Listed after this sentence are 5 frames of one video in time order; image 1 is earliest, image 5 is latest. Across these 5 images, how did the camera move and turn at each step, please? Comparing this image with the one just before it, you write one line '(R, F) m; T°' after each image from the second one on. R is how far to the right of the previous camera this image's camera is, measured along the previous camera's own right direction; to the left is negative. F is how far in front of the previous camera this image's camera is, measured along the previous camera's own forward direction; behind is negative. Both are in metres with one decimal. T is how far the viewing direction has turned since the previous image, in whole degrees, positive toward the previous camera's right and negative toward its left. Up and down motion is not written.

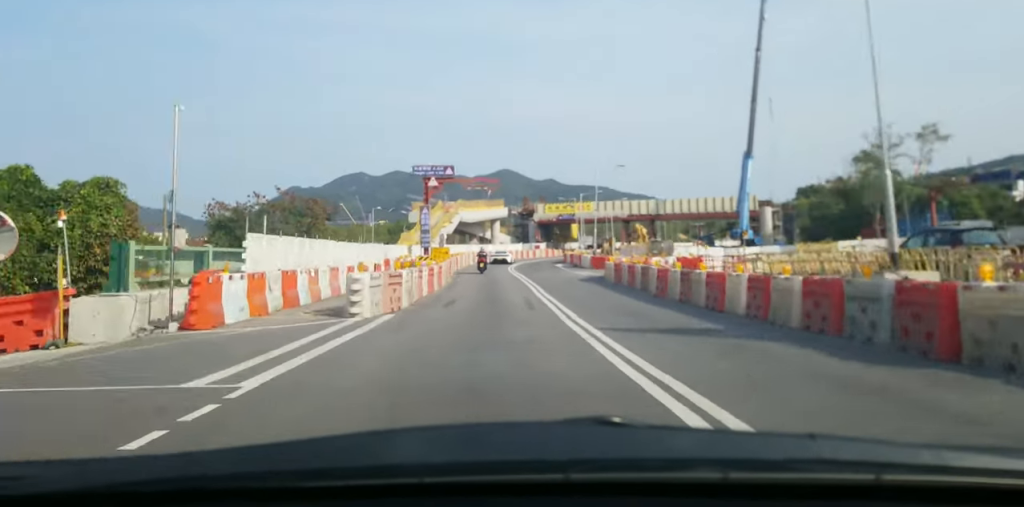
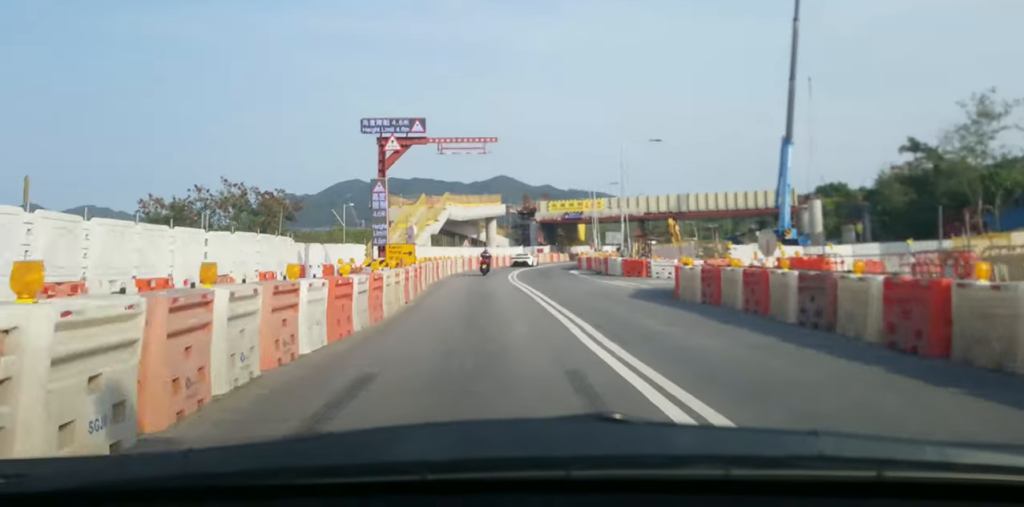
(+0.1, +15.5) m; -1°
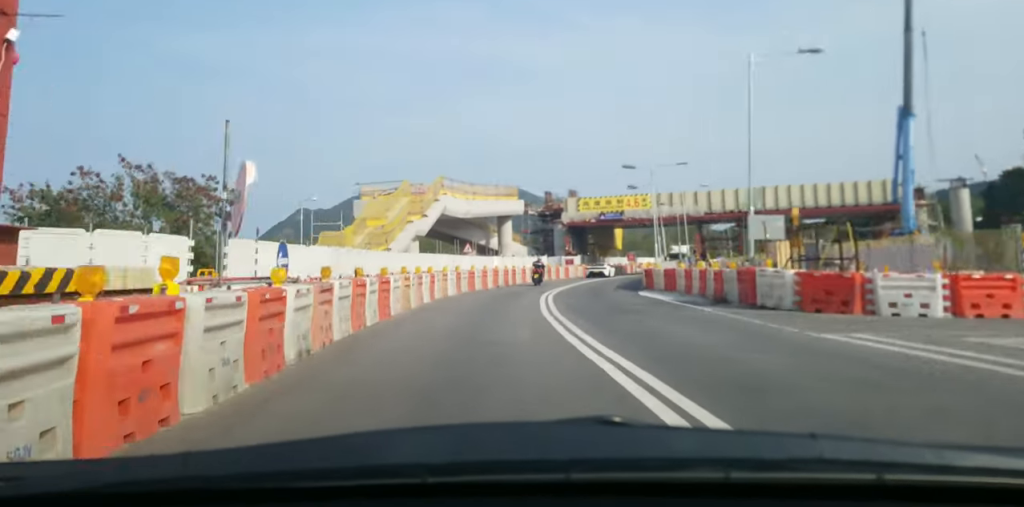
(-0.4, +21.6) m; -1°
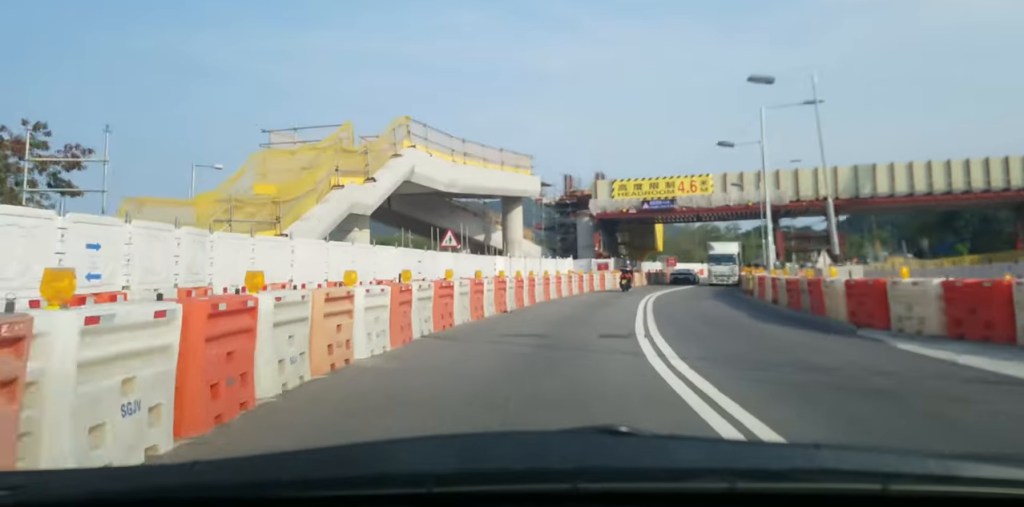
(+0.3, +20.6) m; +3°
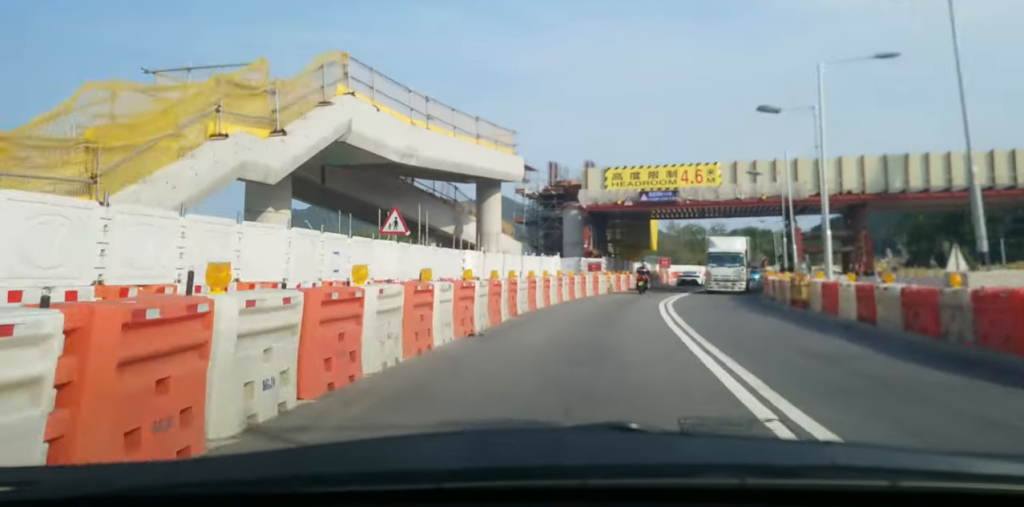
(+0.1, +8.0) m; +2°
